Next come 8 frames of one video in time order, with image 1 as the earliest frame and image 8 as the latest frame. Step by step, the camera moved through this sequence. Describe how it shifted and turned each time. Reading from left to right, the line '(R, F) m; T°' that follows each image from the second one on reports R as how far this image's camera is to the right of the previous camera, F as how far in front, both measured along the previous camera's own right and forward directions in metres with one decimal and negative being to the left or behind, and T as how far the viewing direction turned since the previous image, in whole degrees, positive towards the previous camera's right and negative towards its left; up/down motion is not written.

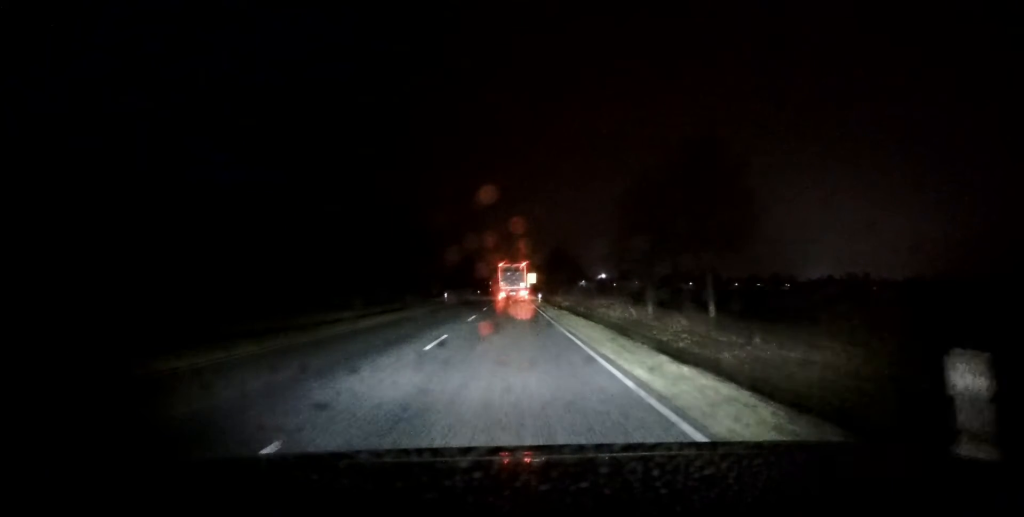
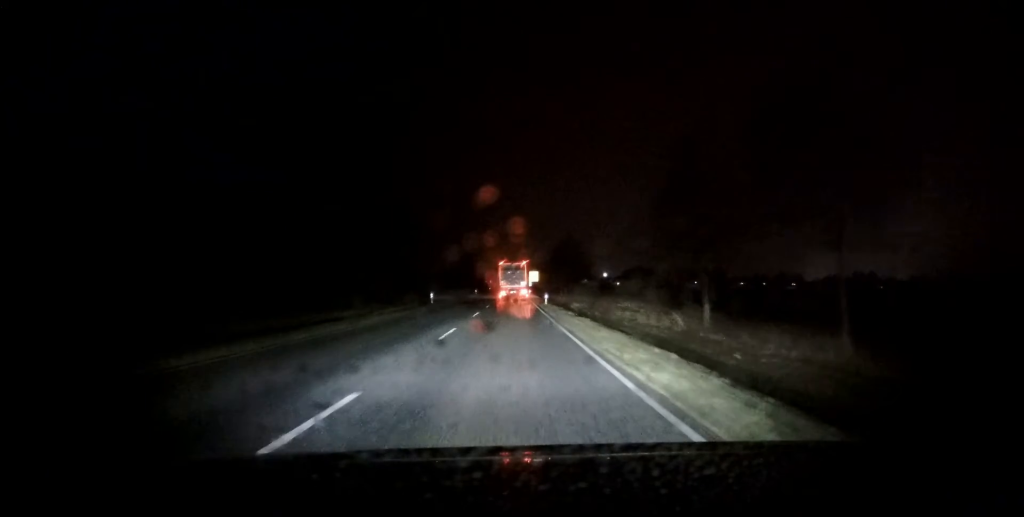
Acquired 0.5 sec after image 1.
(+0.1, +9.5) m; +1°
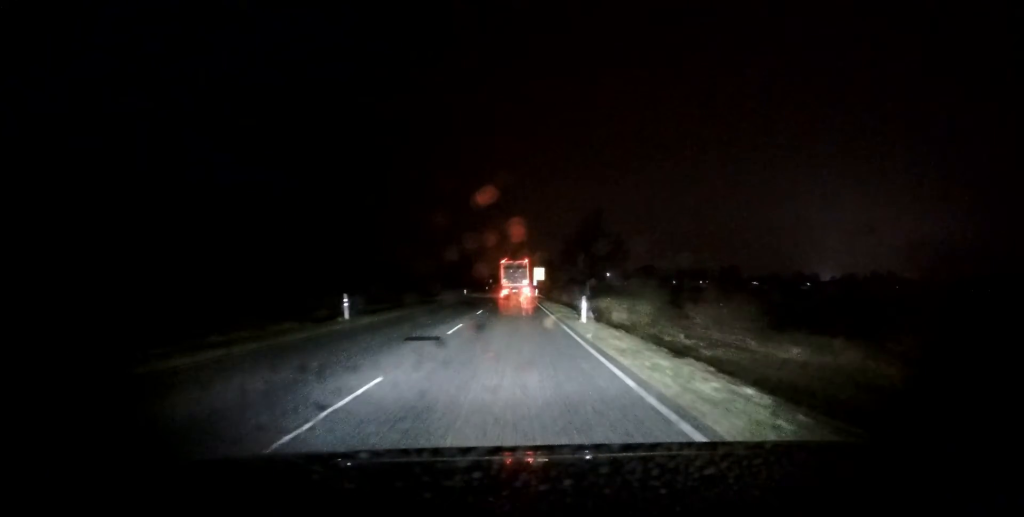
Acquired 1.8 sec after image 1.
(+0.2, +22.7) m; +1°
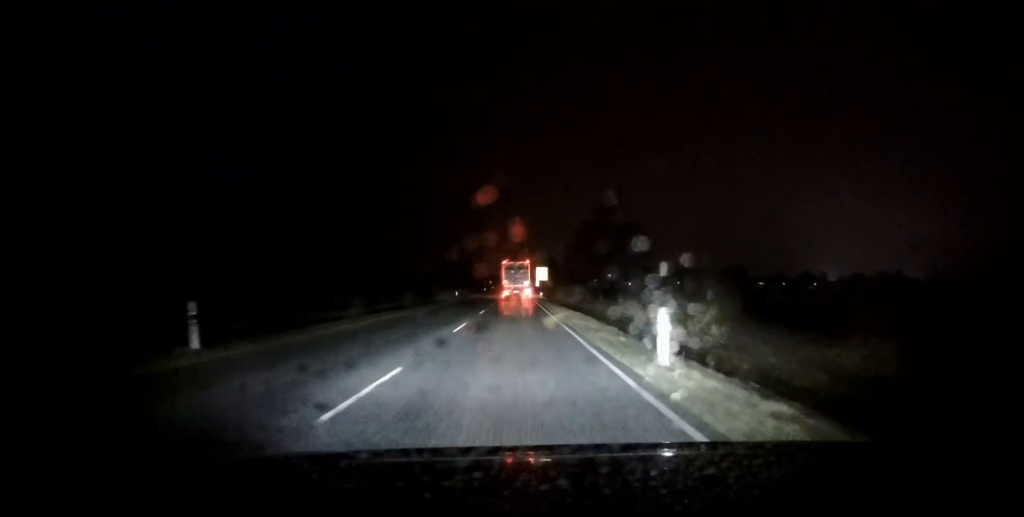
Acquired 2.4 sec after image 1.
(0.0, +10.8) m; 0°
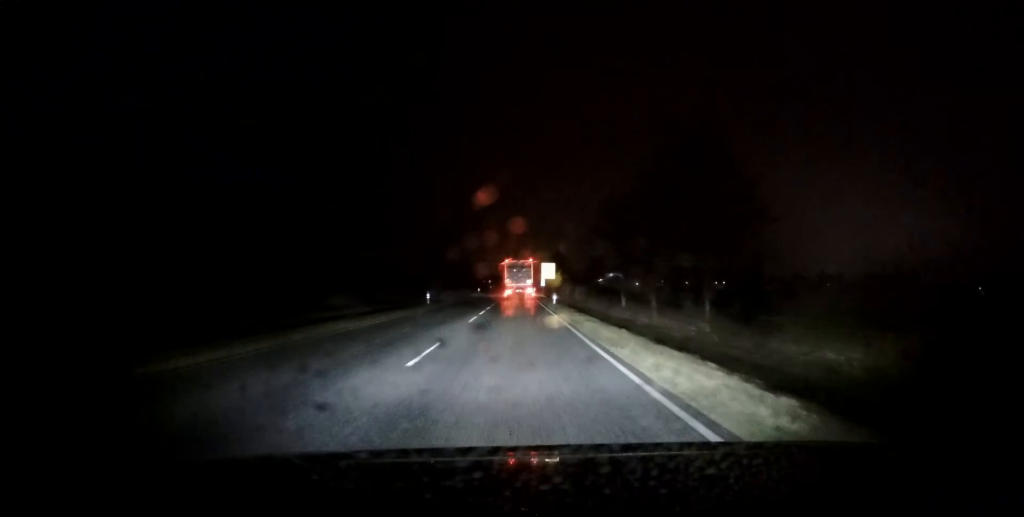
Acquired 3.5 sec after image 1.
(-0.3, +19.7) m; -1°
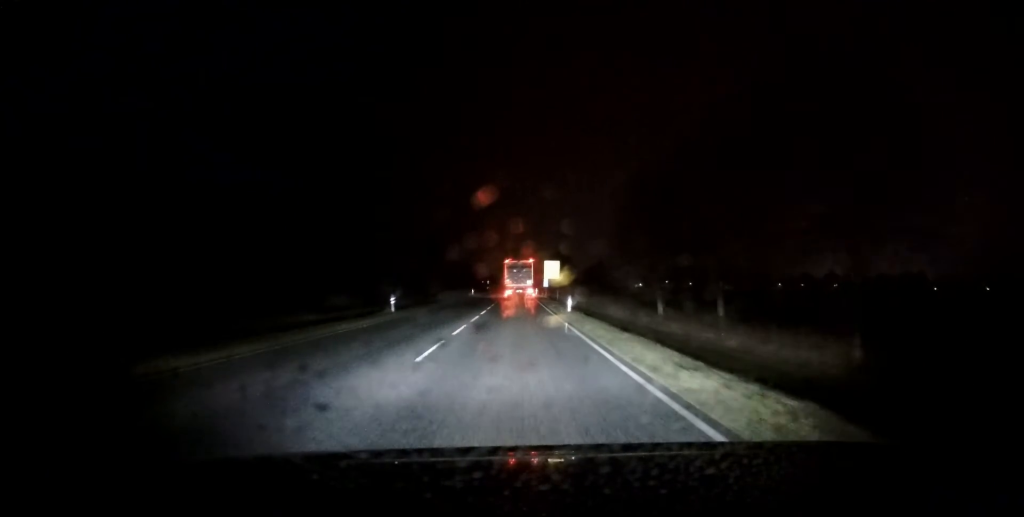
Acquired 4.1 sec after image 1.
(-0.2, +11.3) m; 0°
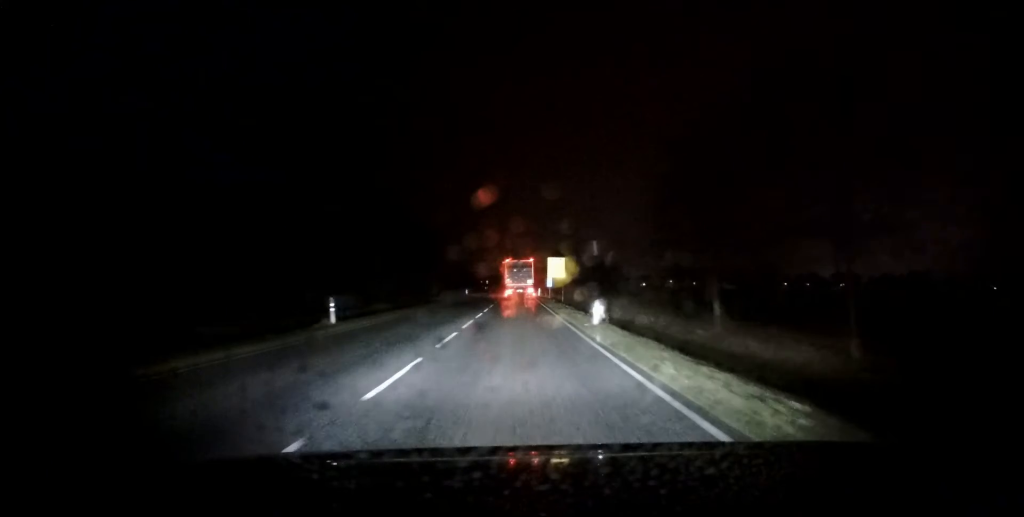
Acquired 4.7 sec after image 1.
(+0.2, +9.4) m; +1°
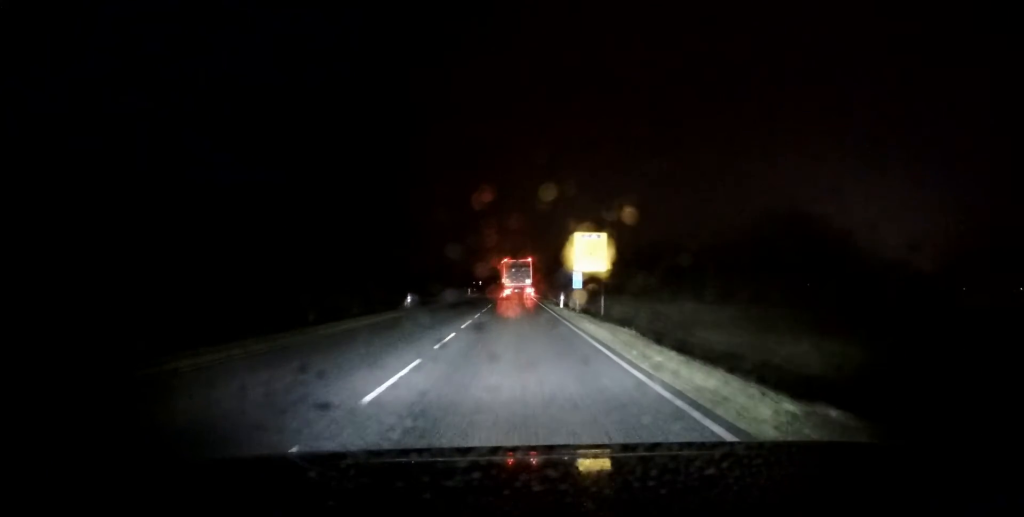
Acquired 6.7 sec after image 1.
(+0.1, +35.8) m; +1°
